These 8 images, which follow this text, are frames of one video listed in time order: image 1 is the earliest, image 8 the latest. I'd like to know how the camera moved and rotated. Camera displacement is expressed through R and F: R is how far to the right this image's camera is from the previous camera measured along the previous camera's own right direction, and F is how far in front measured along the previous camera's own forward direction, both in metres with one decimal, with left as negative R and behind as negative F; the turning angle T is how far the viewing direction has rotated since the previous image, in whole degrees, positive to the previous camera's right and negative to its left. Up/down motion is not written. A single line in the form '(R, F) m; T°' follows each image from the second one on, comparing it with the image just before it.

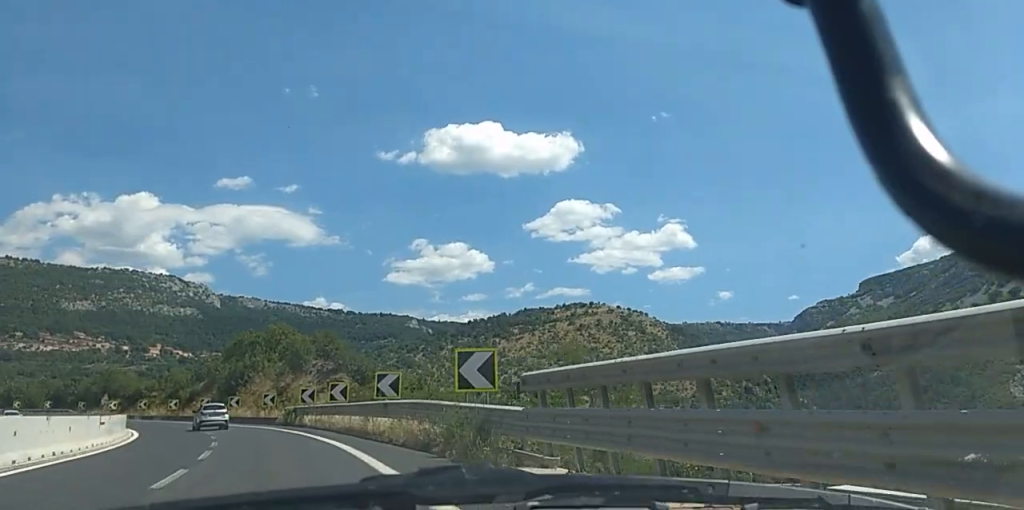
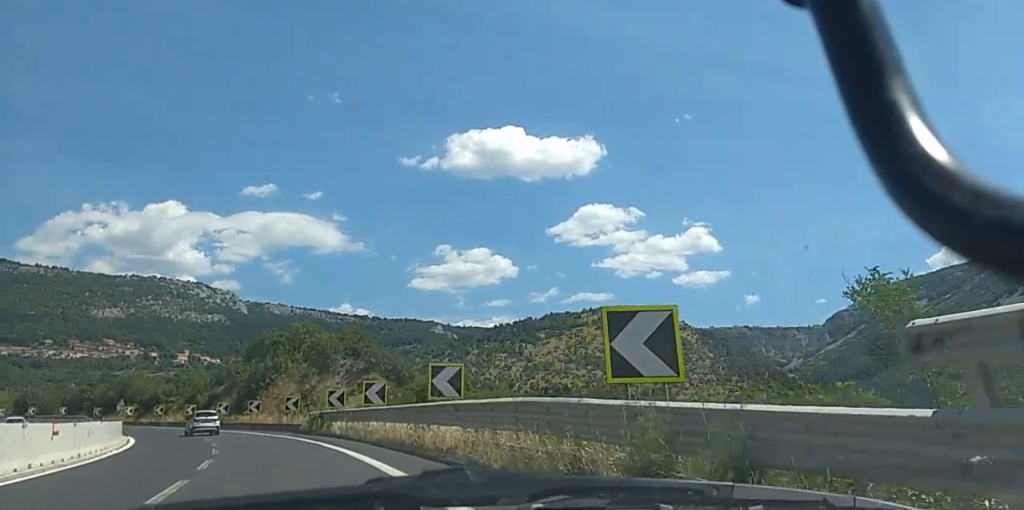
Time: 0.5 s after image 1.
(+0.1, +9.5) m; -2°
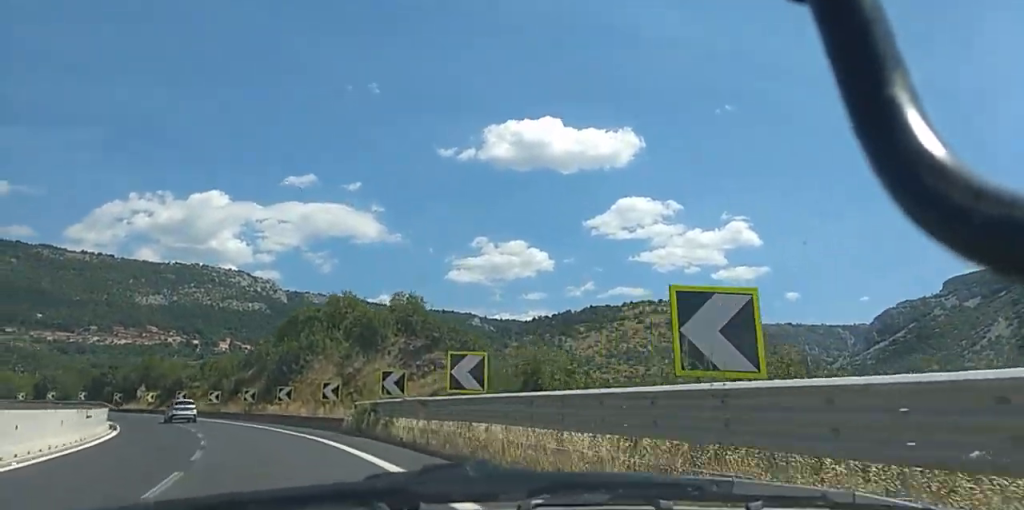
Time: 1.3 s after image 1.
(-0.5, +15.3) m; -4°
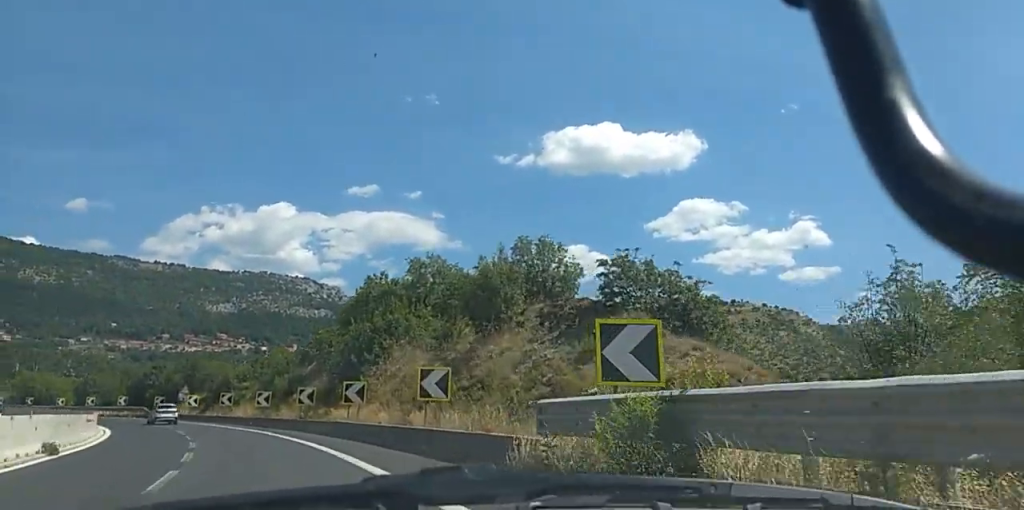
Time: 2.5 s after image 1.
(-1.1, +21.6) m; -5°
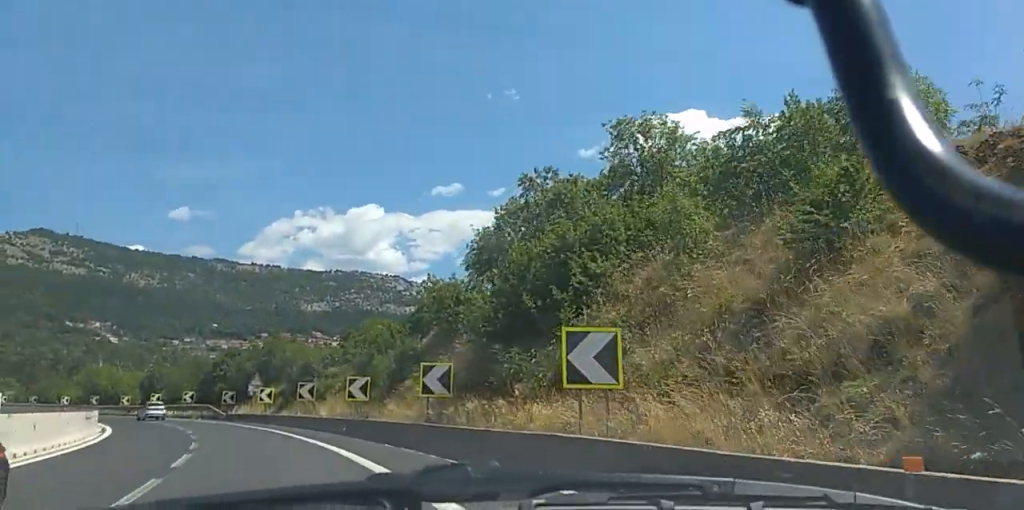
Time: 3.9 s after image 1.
(-1.0, +25.9) m; -4°
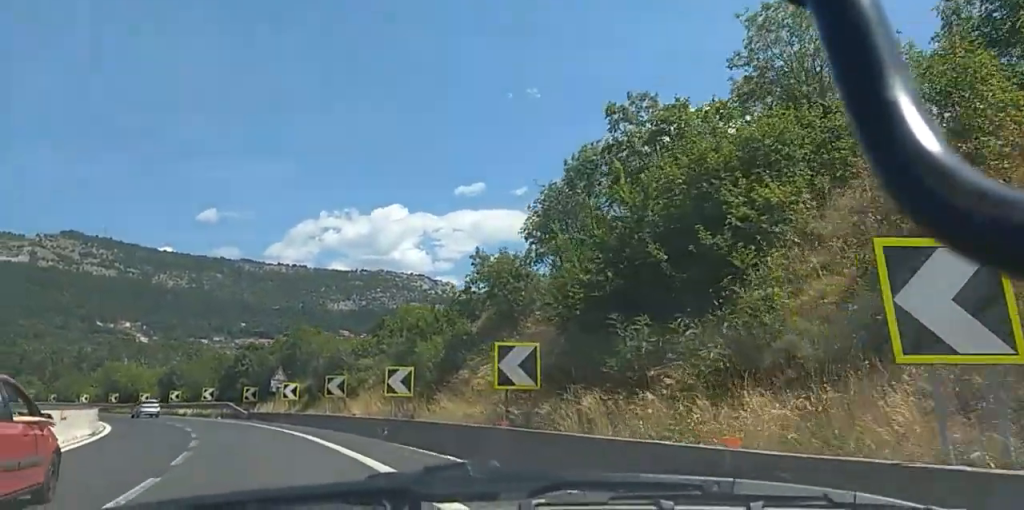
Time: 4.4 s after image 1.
(+0.1, +8.1) m; -2°
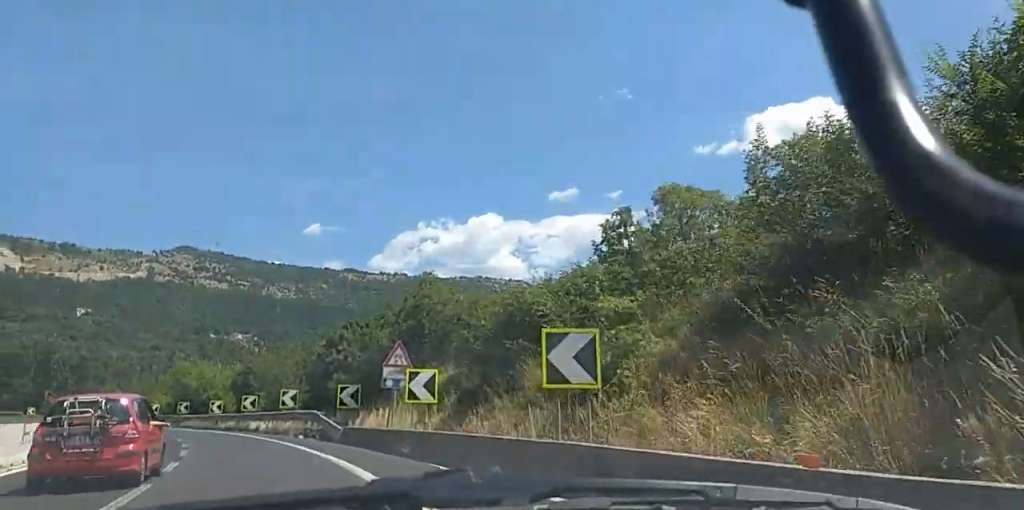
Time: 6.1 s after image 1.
(-3.1, +30.8) m; -11°
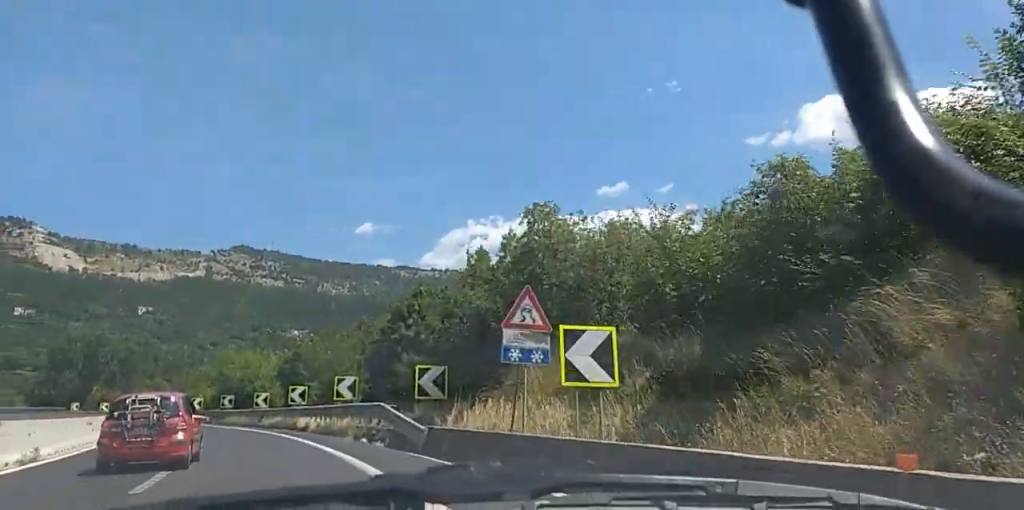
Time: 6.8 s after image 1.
(-0.4, +13.0) m; -2°
